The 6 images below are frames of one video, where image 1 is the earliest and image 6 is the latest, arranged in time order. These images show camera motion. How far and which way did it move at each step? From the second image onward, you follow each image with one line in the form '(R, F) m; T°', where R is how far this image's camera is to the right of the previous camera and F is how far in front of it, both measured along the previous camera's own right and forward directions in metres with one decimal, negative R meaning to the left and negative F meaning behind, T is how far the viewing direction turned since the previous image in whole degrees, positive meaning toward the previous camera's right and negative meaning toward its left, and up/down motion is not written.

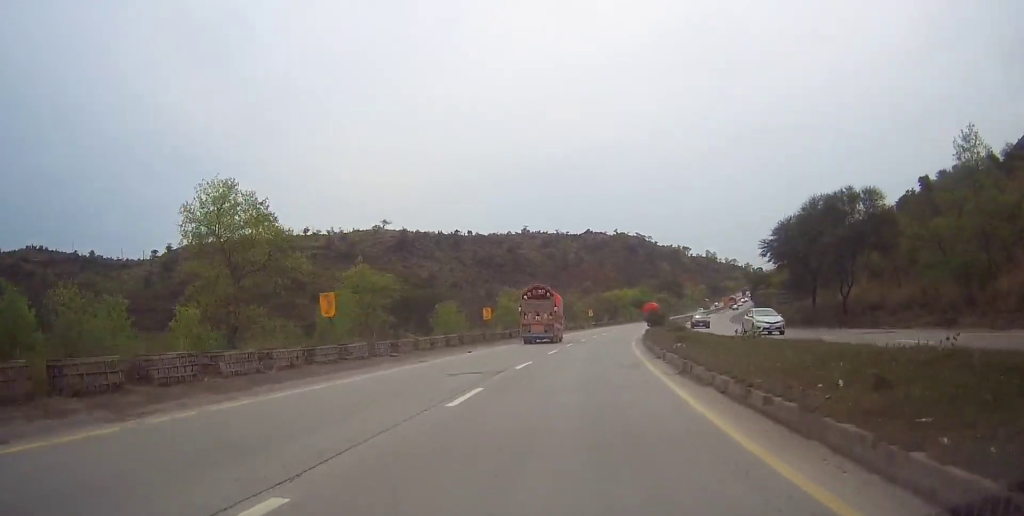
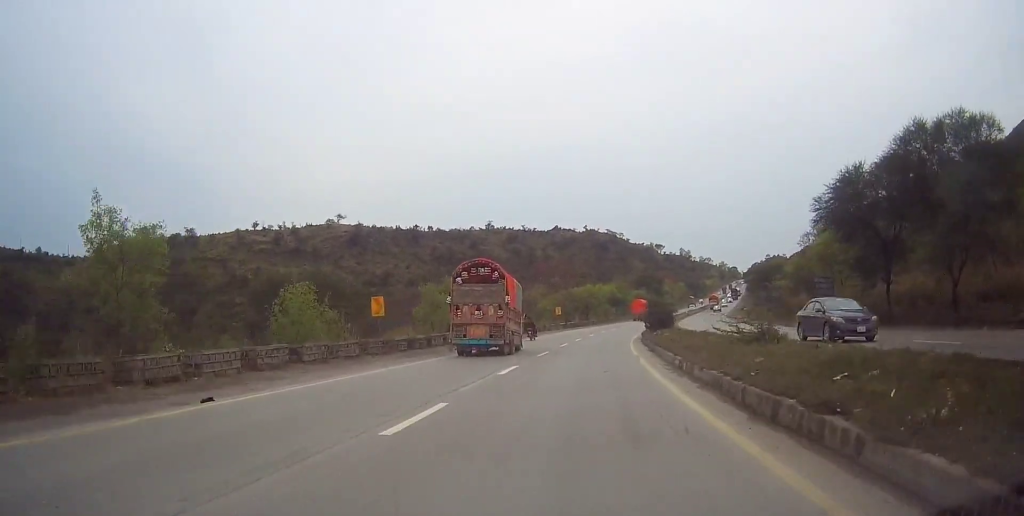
(+0.7, +19.0) m; +3°
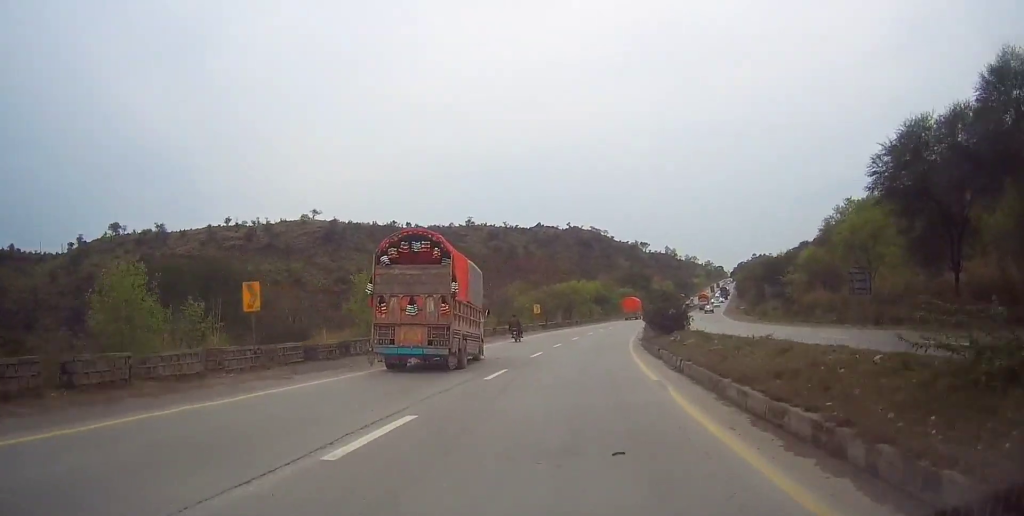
(+0.1, +10.6) m; +1°
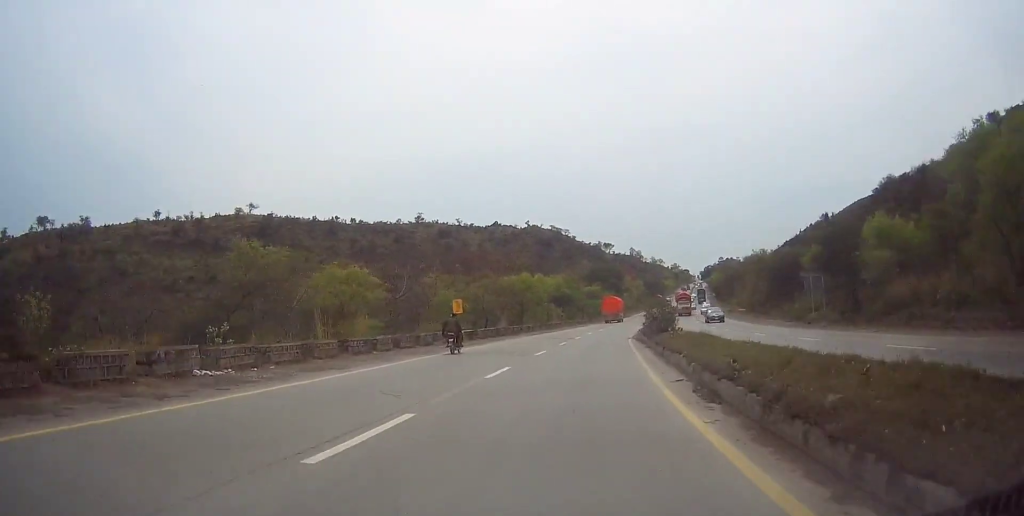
(+0.5, +26.4) m; +3°
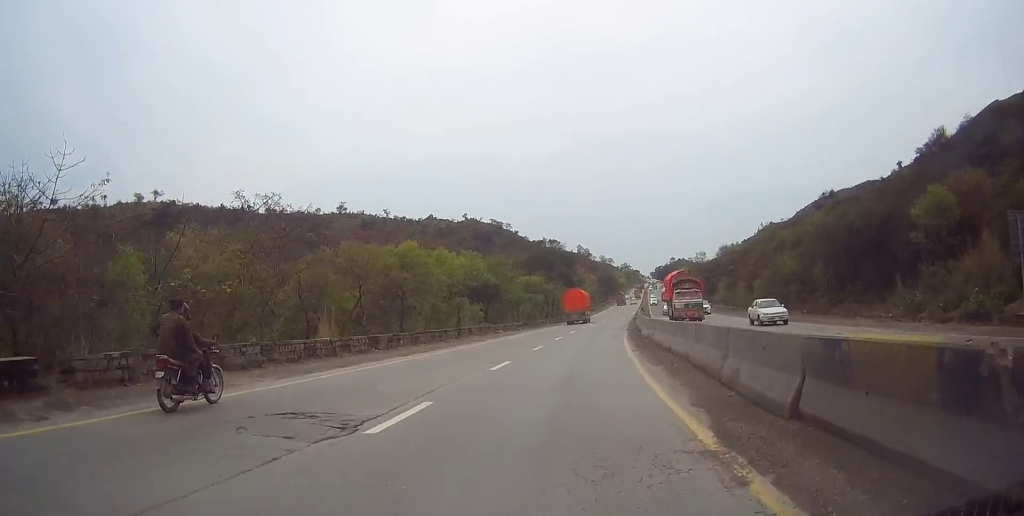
(+2.1, +35.9) m; +5°
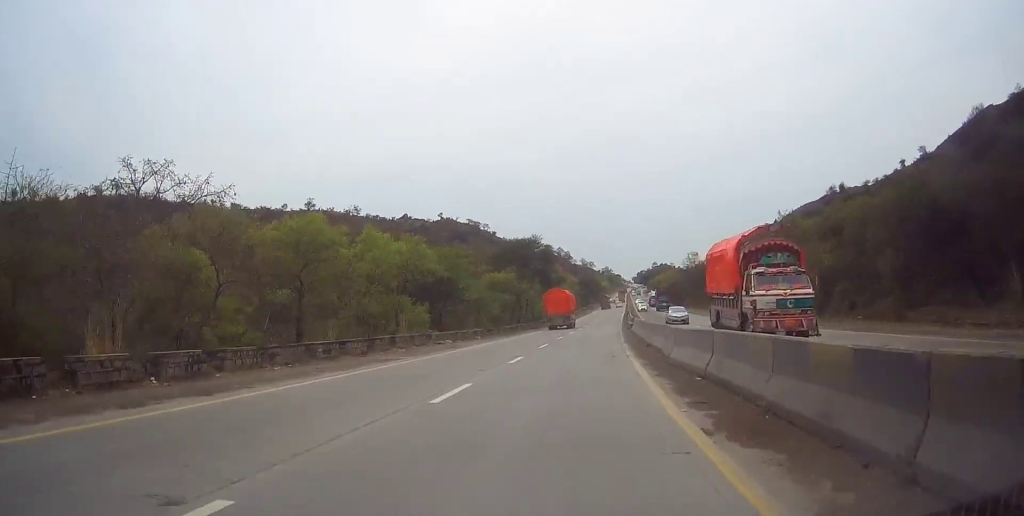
(+0.1, +14.8) m; +1°
